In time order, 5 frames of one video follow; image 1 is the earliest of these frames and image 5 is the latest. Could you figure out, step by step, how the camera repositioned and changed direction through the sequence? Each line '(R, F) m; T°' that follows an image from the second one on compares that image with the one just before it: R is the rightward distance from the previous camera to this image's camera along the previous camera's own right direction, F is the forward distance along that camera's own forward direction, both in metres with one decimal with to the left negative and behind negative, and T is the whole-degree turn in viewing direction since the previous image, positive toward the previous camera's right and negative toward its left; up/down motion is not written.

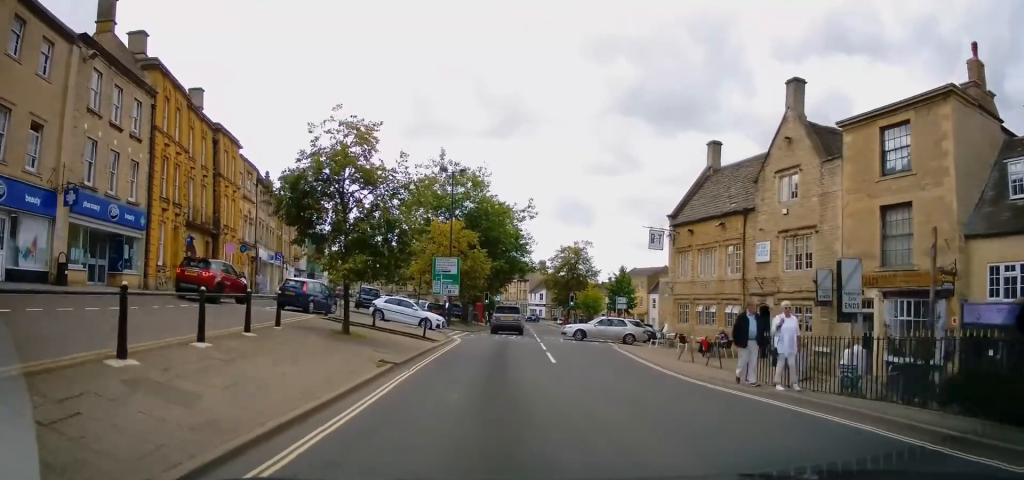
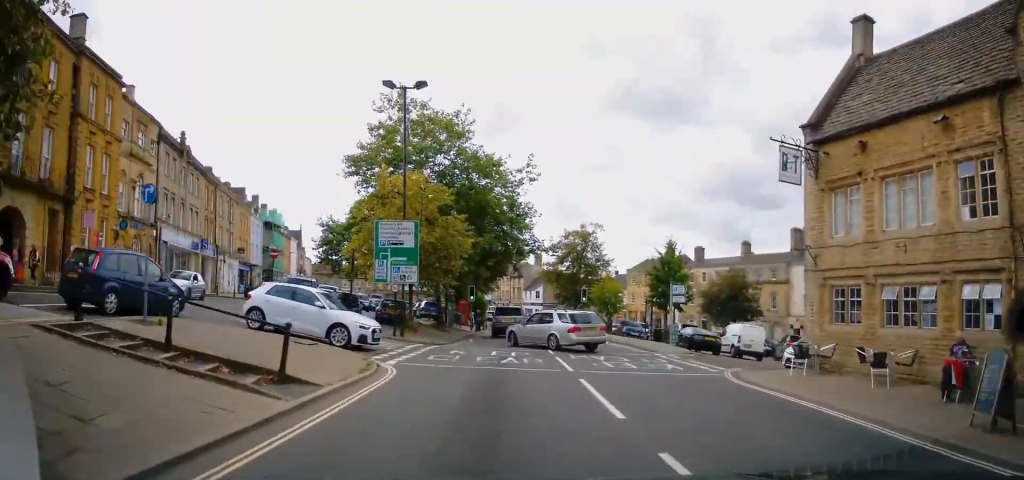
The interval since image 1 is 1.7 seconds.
(+0.1, +15.0) m; +2°
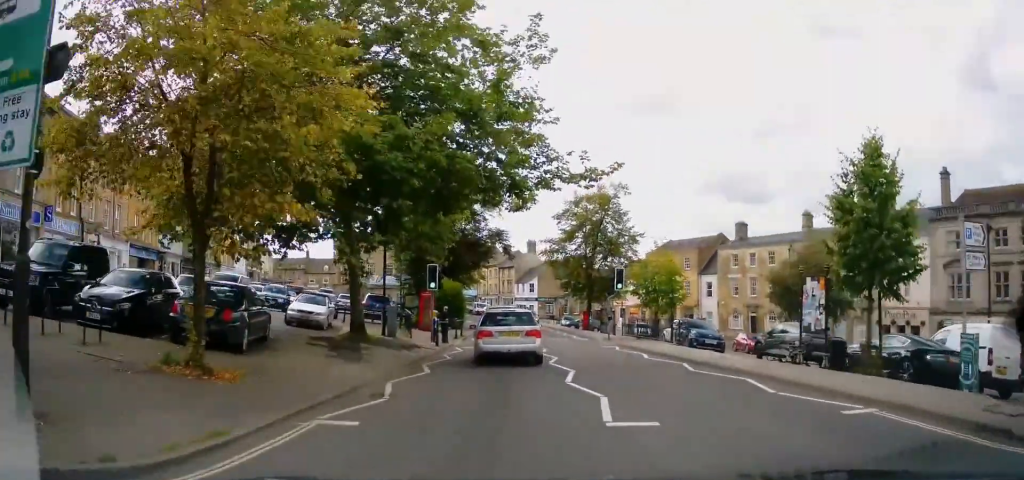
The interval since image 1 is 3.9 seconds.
(0.0, +18.9) m; 0°
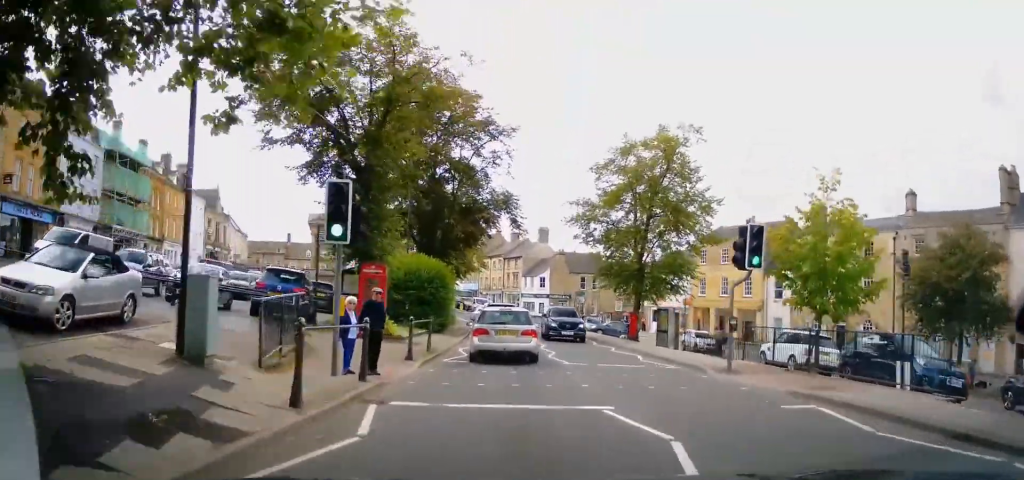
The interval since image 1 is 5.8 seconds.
(0.0, +16.4) m; 0°
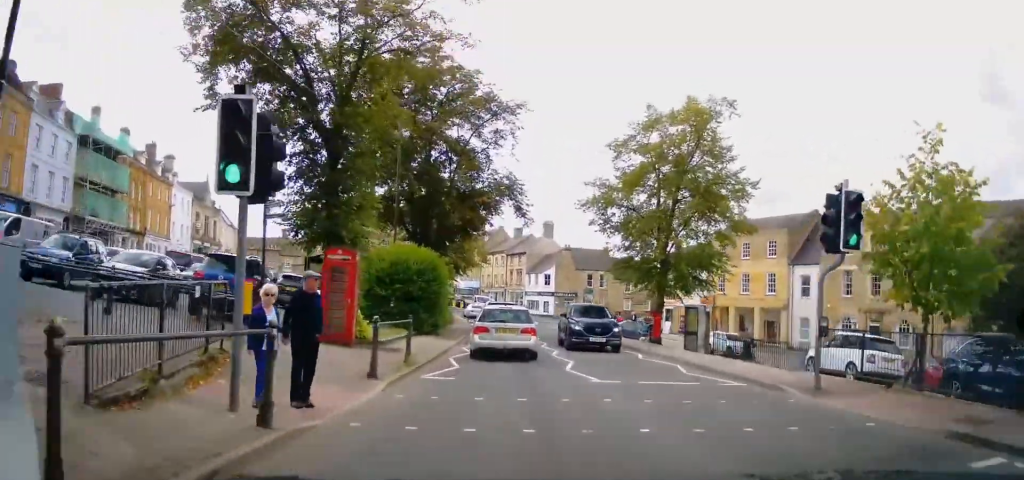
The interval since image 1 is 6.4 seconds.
(-0.1, +4.7) m; -2°
